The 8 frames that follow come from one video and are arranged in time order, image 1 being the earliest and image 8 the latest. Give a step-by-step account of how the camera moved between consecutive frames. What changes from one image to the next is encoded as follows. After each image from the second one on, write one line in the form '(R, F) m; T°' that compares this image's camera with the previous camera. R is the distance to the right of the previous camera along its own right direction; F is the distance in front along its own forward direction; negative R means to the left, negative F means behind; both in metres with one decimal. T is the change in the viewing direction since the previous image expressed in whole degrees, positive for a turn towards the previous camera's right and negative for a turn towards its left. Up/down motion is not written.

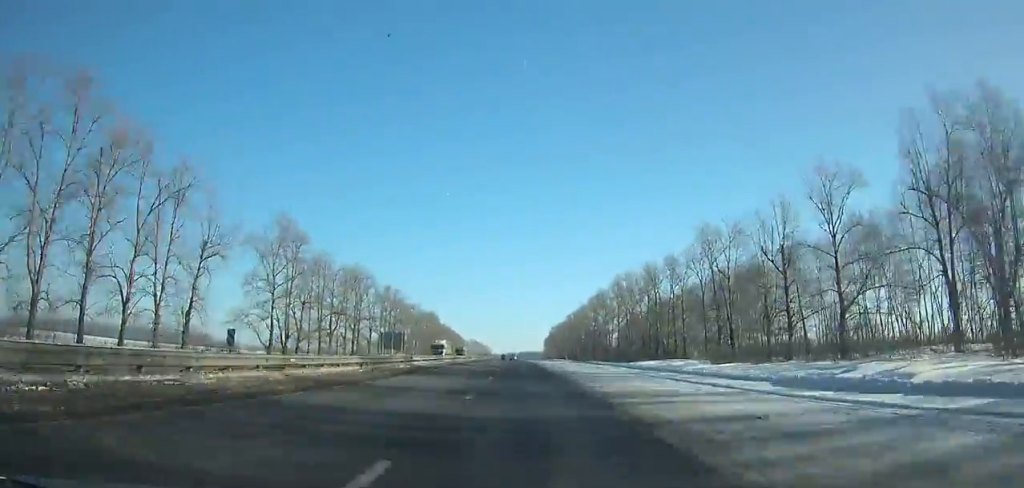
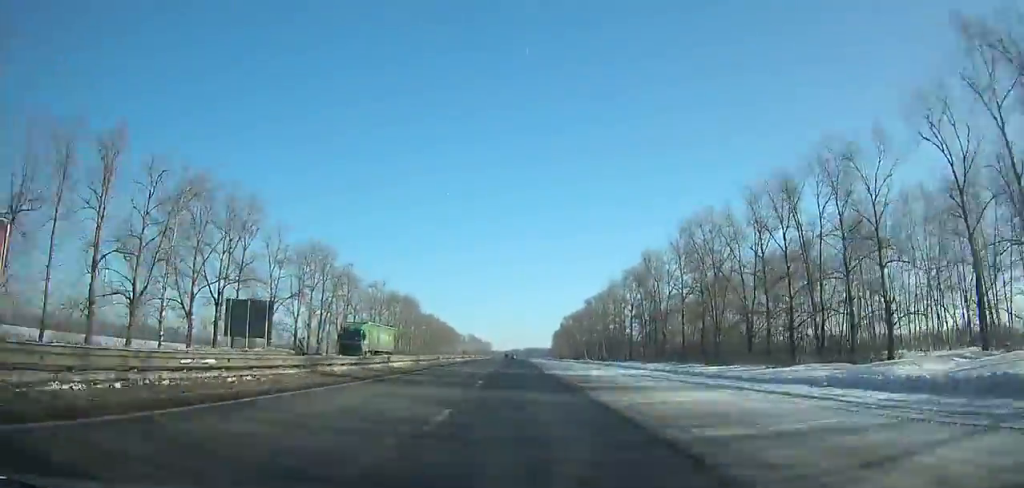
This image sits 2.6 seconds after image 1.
(-0.4, +67.3) m; -1°
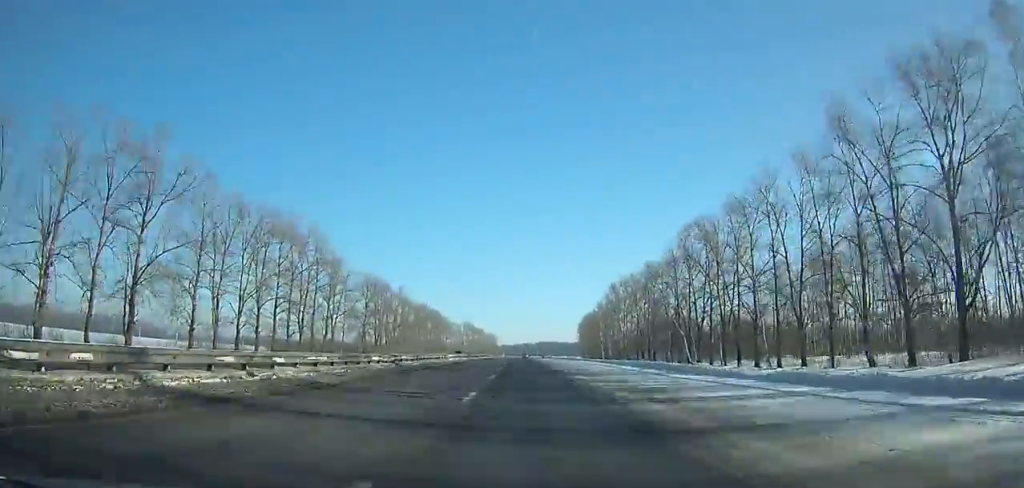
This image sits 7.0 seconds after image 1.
(-0.7, +115.5) m; 0°
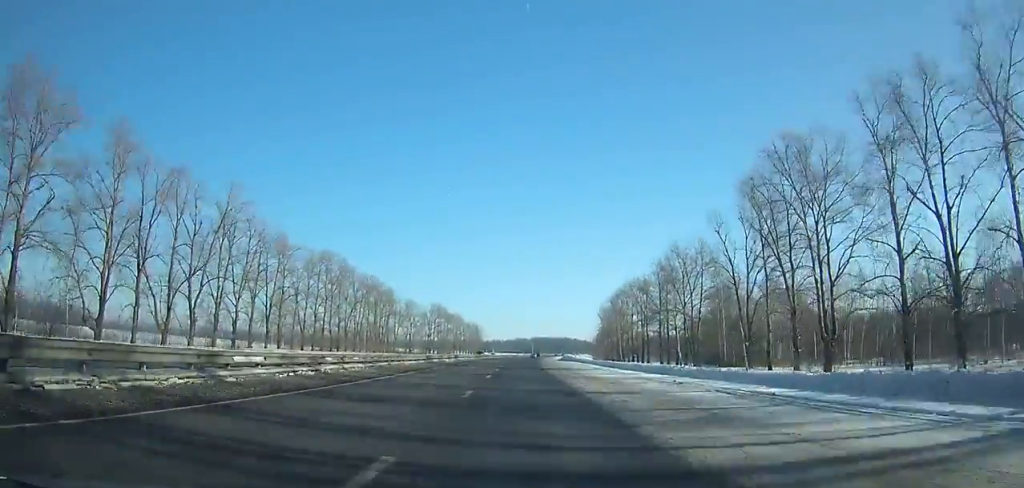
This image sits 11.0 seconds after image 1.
(+0.6, +107.1) m; +1°
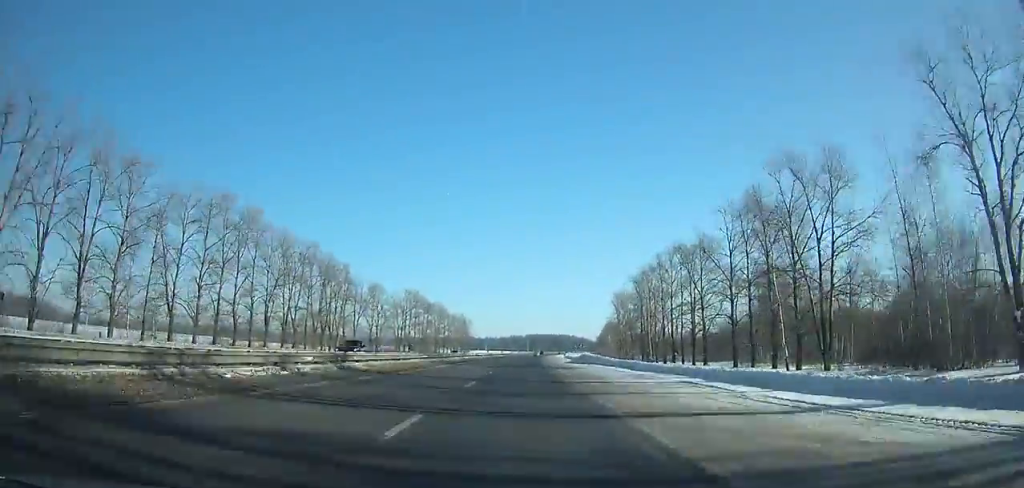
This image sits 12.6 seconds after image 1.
(-0.1, +43.2) m; +1°
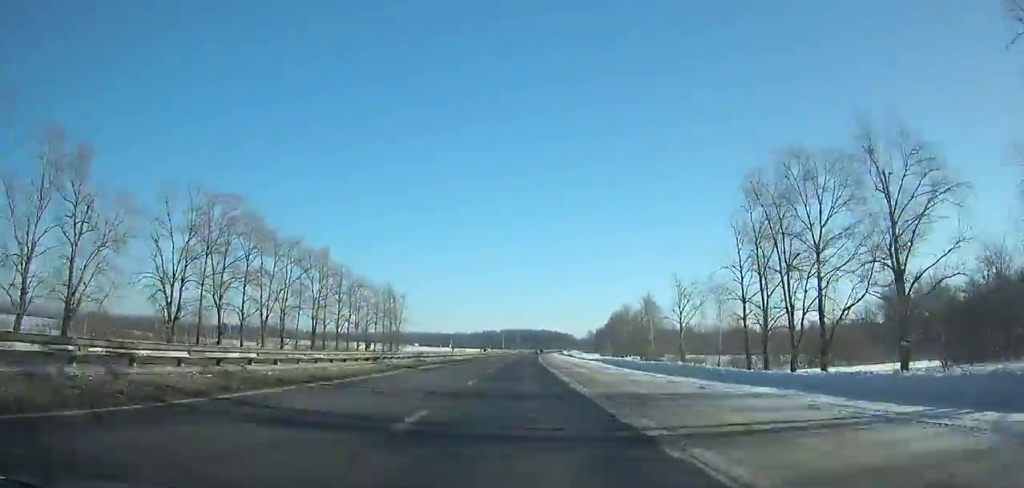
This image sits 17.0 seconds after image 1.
(+2.4, +120.3) m; +2°
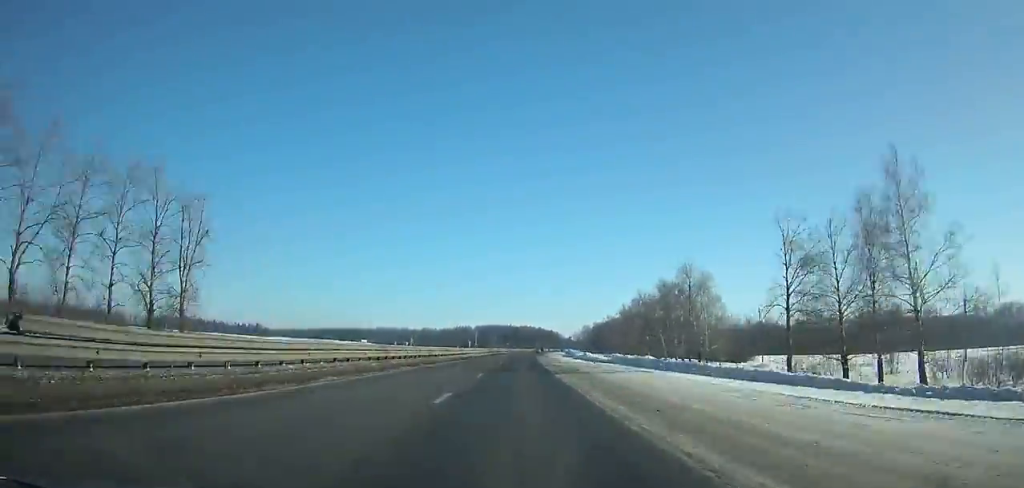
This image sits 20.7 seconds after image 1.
(+1.6, +102.2) m; +2°
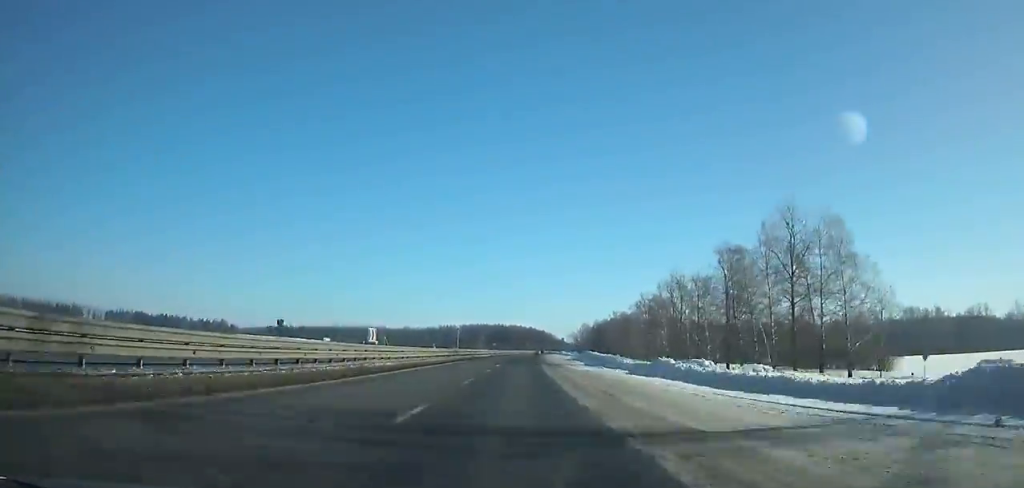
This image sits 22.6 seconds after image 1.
(+0.4, +52.7) m; +1°
